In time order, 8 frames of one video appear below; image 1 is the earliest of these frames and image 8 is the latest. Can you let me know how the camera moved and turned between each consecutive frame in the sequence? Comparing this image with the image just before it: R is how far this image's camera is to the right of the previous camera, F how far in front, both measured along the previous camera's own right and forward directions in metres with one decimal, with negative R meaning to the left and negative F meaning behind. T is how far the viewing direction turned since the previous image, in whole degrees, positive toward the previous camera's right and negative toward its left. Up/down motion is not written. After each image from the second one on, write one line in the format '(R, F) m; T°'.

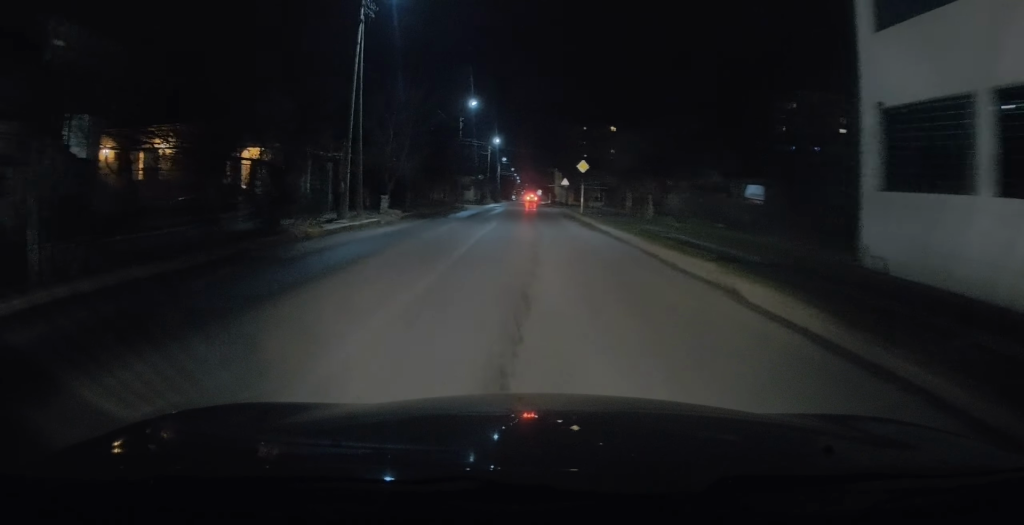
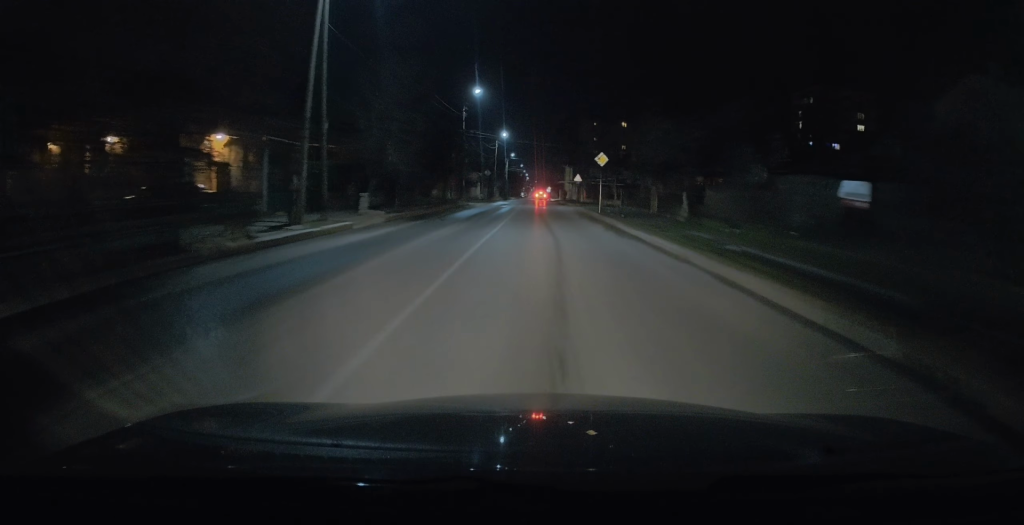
(-0.2, +5.1) m; -3°
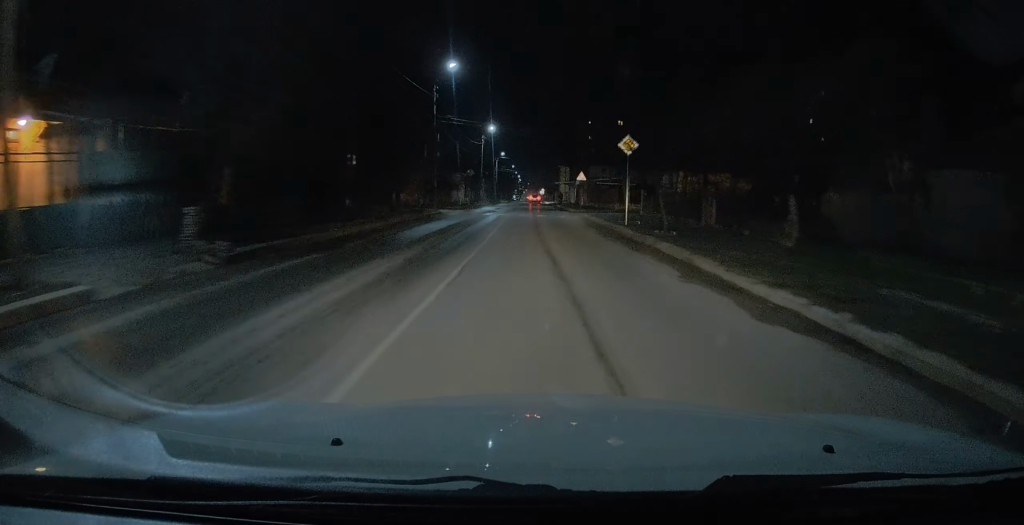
(-0.5, +11.6) m; -2°
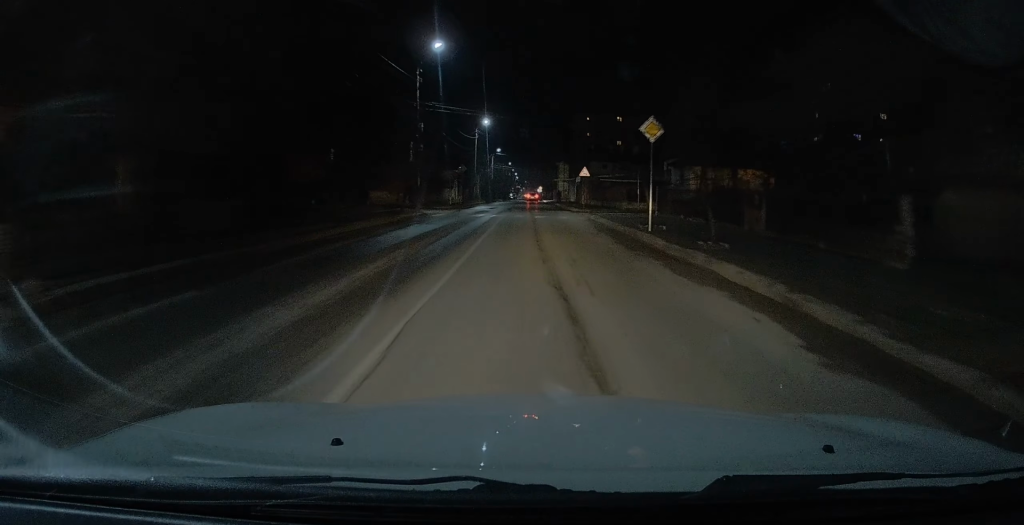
(+0.1, +5.0) m; +1°
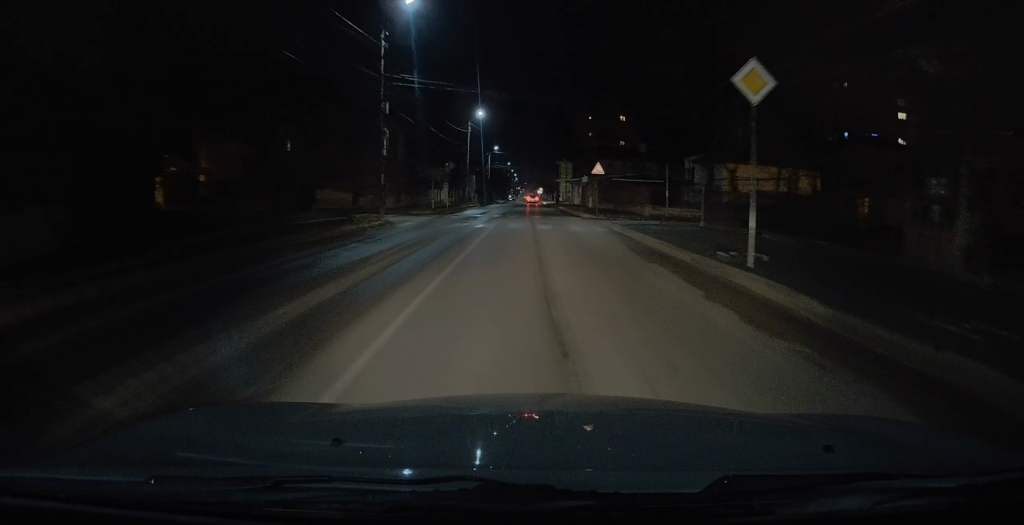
(+0.1, +8.4) m; +1°
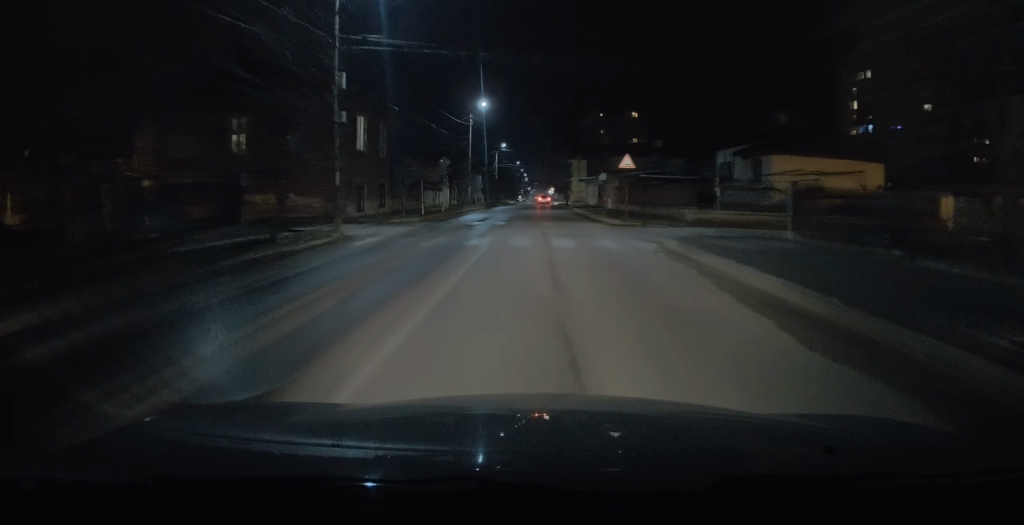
(+0.1, +7.1) m; +1°
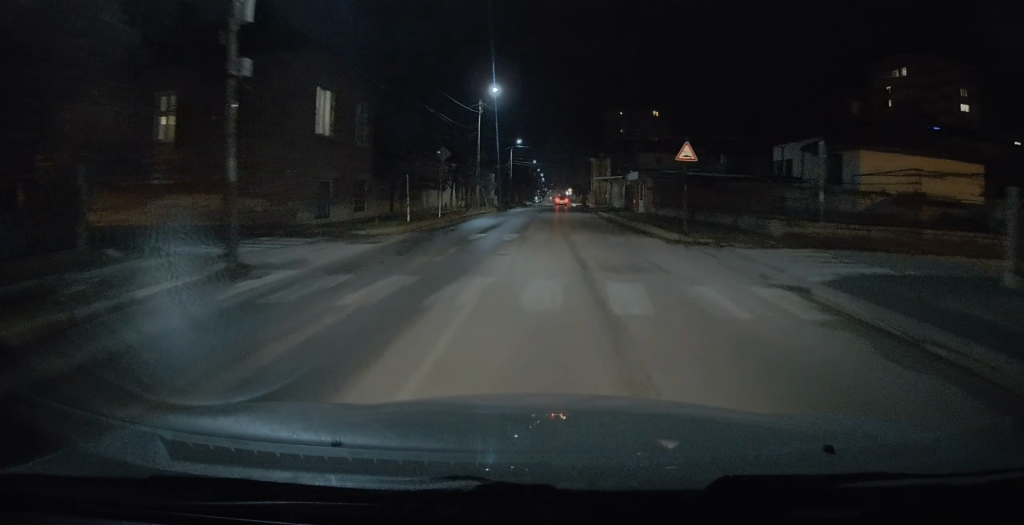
(0.0, +7.7) m; +1°
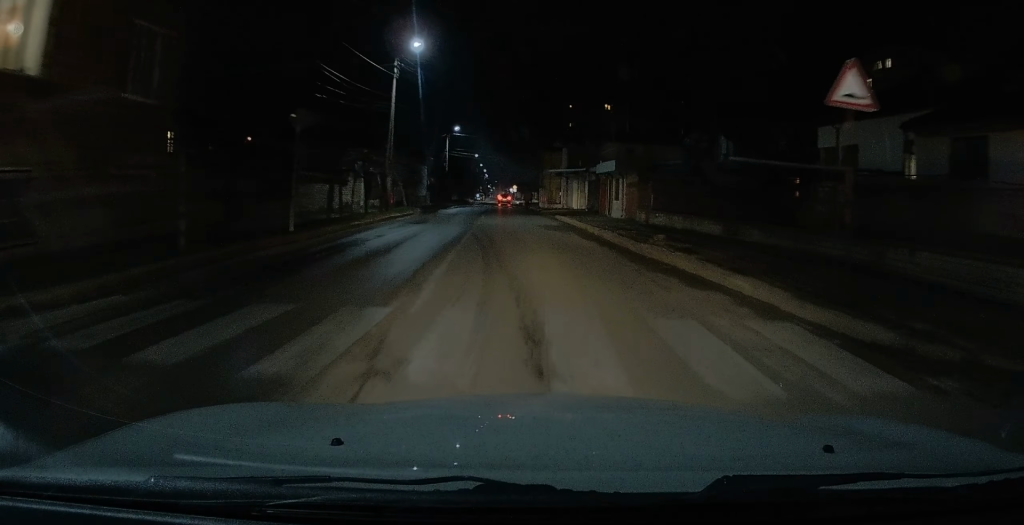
(-0.1, +13.0) m; -1°
